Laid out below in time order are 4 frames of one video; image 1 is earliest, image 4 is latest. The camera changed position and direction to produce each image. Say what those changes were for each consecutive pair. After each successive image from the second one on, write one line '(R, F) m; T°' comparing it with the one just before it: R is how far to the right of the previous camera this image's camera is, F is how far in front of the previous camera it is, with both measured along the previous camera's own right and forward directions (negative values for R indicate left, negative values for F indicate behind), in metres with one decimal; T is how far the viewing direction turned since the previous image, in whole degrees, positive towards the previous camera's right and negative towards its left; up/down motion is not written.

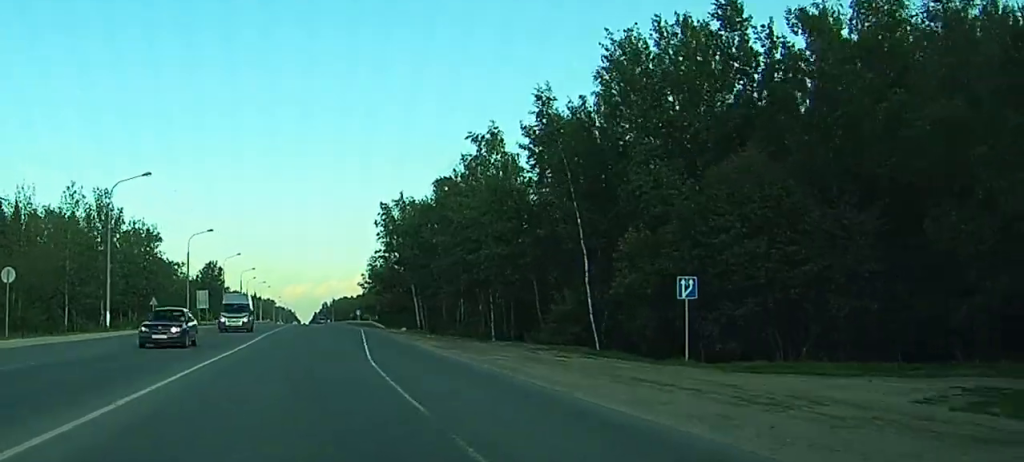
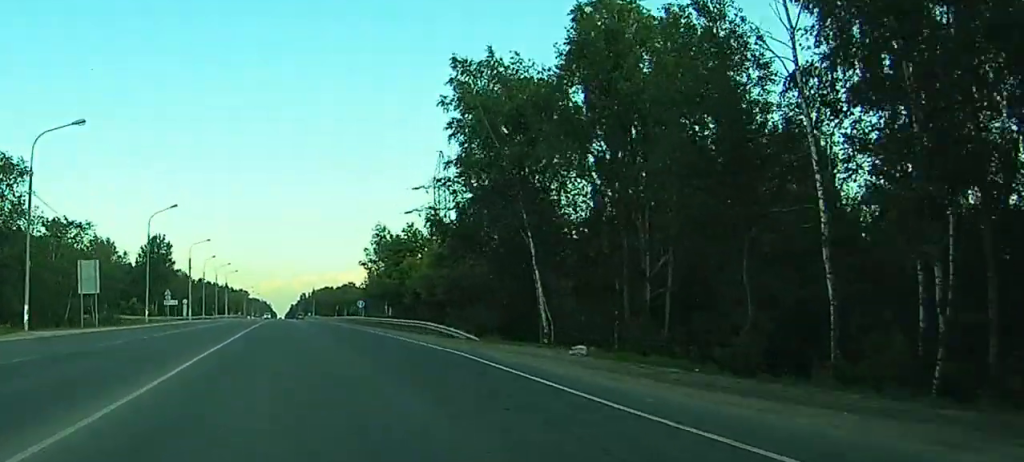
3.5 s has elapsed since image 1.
(+9.6, +53.4) m; +14°
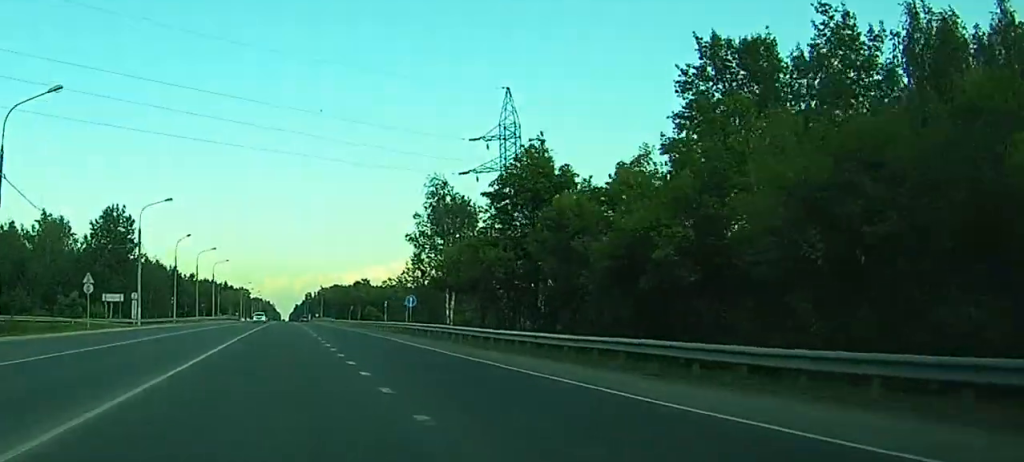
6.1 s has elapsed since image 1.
(-1.2, +47.4) m; -3°
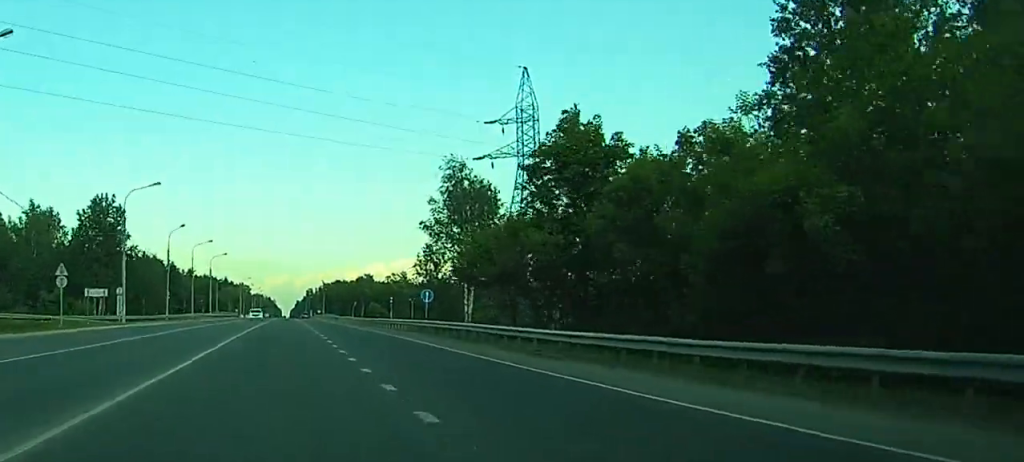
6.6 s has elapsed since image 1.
(+0.2, +8.1) m; +1°
